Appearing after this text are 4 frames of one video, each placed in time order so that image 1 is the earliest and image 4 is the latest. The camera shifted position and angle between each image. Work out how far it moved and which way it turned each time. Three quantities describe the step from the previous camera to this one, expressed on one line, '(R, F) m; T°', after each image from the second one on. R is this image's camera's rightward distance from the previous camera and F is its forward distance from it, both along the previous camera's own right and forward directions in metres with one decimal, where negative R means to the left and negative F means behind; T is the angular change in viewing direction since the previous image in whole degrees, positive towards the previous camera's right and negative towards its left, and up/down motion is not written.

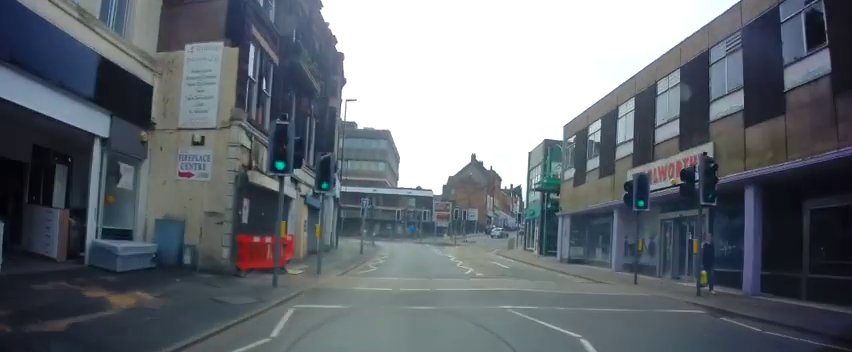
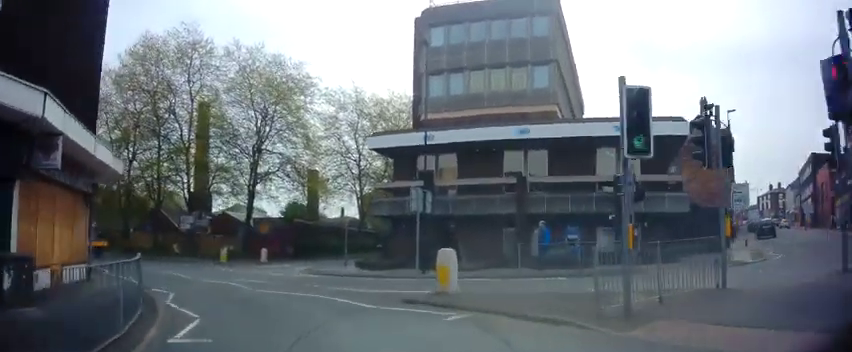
(-1.9, +45.0) m; -13°
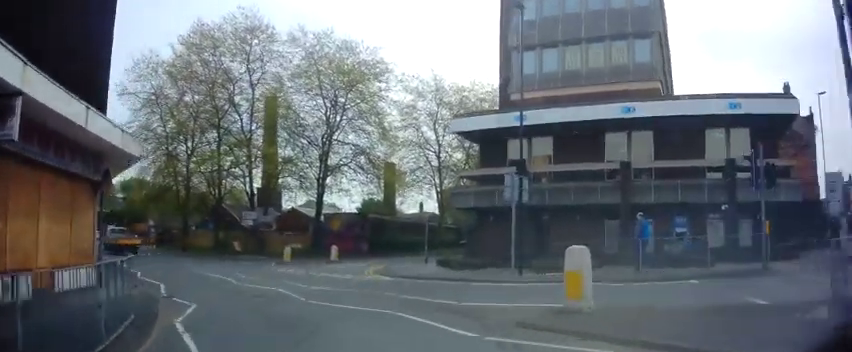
(+0.3, +3.4) m; -9°
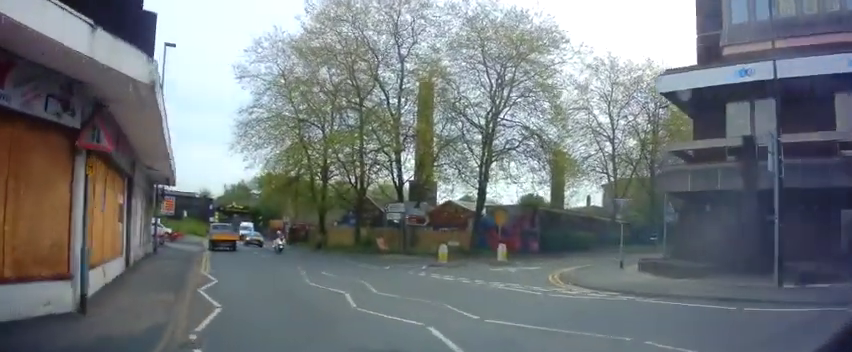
(-1.5, +5.5) m; -21°
